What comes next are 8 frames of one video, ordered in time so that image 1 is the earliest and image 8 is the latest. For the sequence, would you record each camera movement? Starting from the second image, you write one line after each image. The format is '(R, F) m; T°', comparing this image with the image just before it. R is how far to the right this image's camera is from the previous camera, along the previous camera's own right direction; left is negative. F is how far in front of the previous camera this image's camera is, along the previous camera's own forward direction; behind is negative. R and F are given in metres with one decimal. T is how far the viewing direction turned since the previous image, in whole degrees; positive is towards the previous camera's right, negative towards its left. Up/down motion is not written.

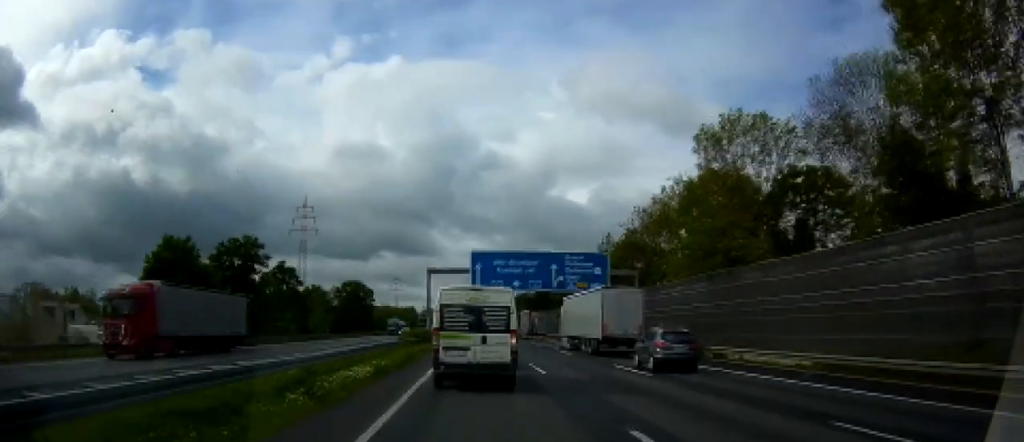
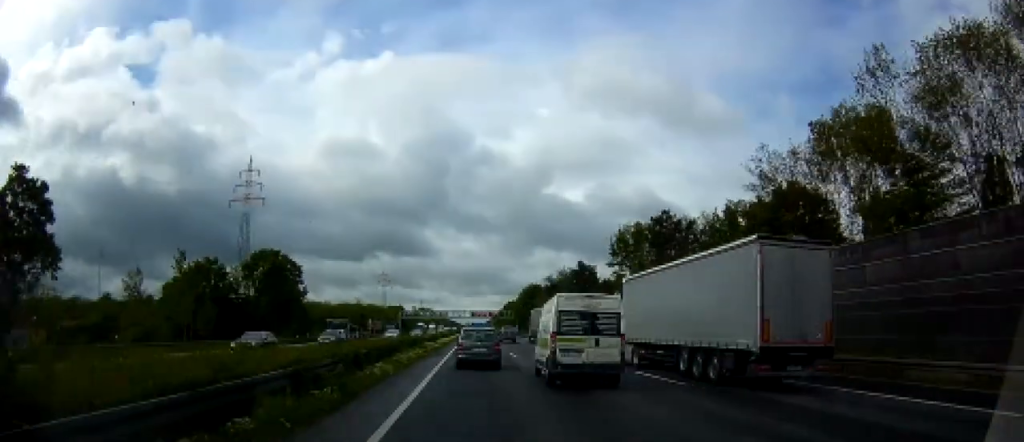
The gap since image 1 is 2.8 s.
(-0.2, +56.4) m; 0°
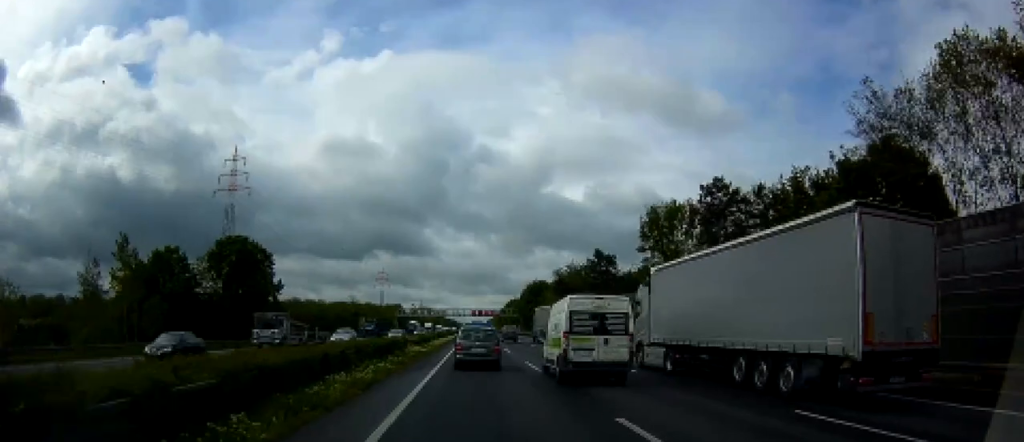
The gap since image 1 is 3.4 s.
(0.0, +11.8) m; 0°
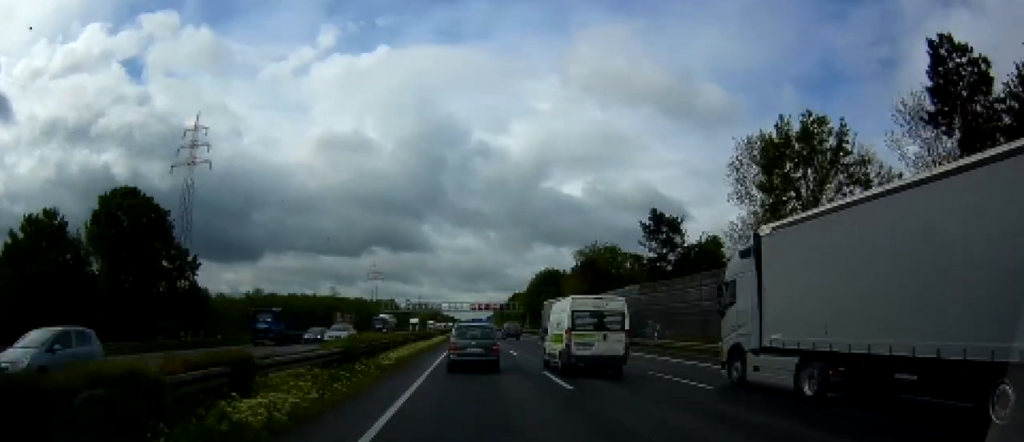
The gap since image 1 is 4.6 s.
(0.0, +24.2) m; 0°
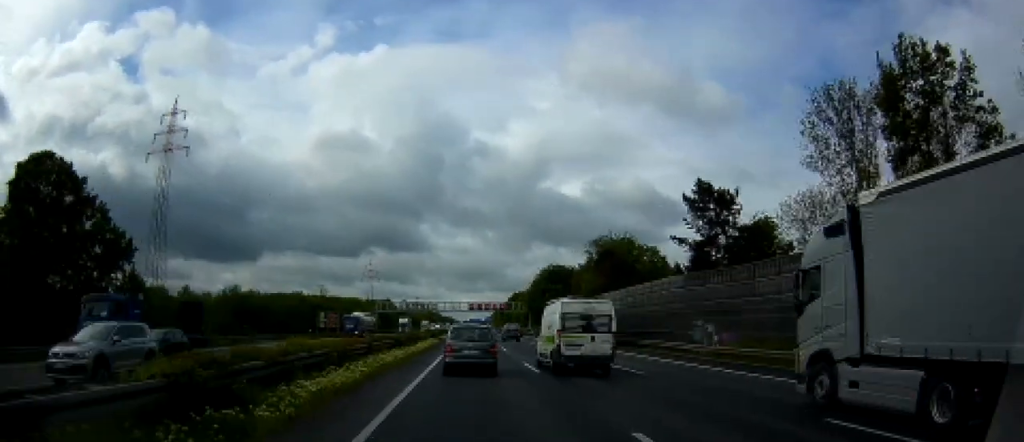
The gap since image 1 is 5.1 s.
(0.0, +11.4) m; 0°
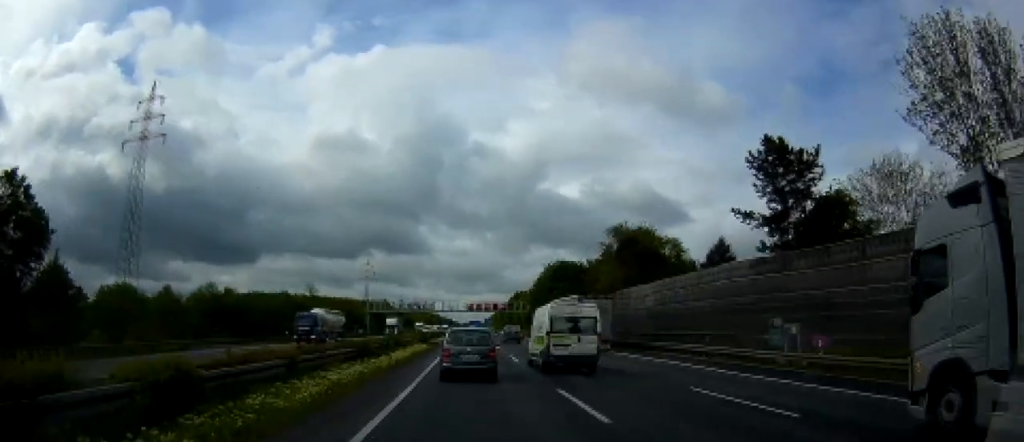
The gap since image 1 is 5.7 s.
(0.0, +10.8) m; 0°
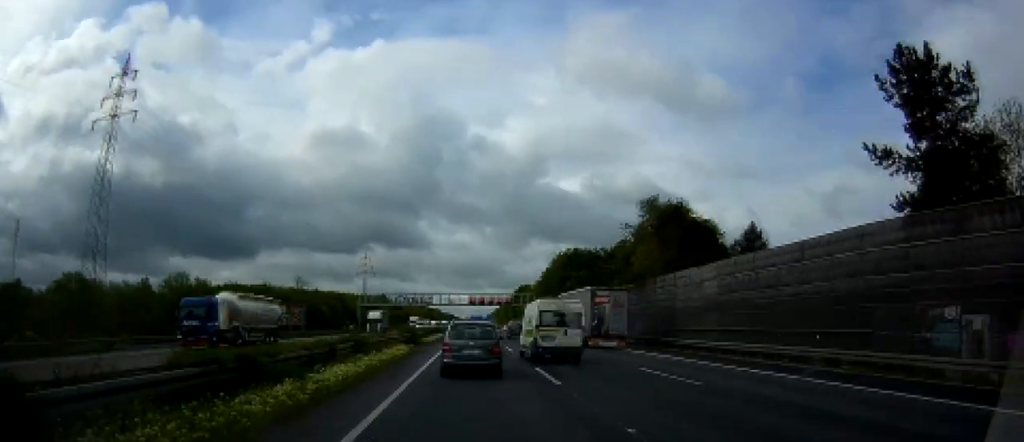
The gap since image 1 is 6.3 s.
(+0.2, +12.6) m; 0°
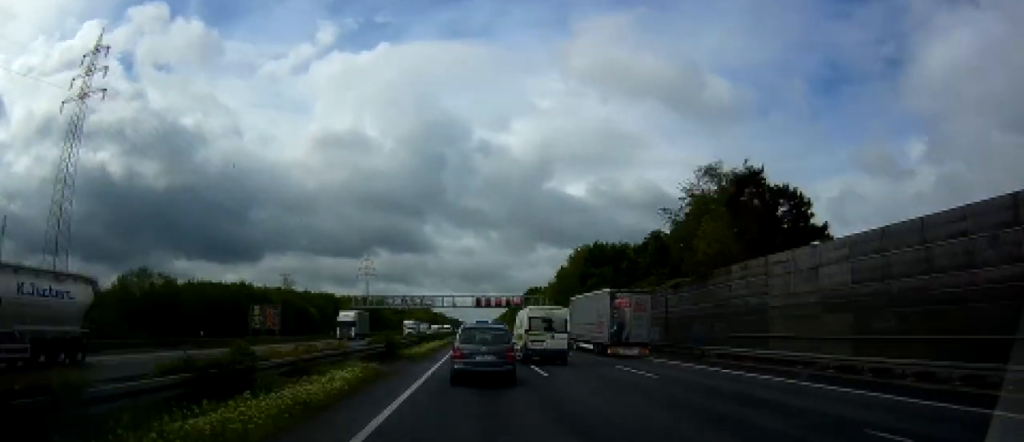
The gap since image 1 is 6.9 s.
(-0.2, +13.4) m; 0°
